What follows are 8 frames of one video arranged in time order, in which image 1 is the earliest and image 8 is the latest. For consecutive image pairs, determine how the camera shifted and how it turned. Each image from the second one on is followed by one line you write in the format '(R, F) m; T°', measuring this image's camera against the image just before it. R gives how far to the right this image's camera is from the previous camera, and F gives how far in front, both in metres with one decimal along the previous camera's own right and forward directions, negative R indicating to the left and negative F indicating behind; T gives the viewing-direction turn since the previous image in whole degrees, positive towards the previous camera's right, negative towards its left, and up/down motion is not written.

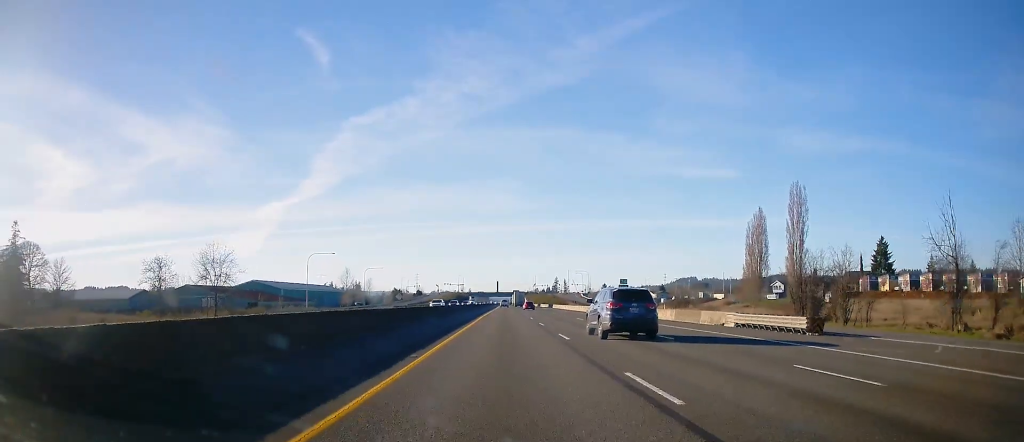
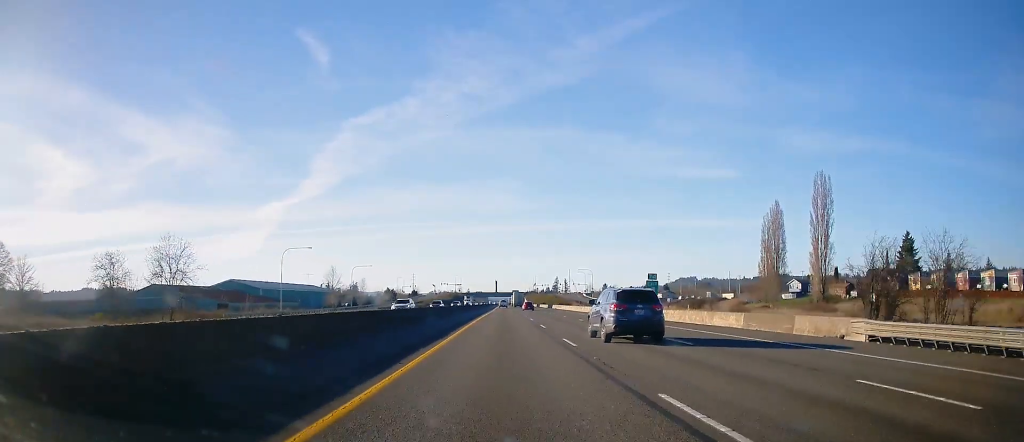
(0.0, +14.4) m; 0°
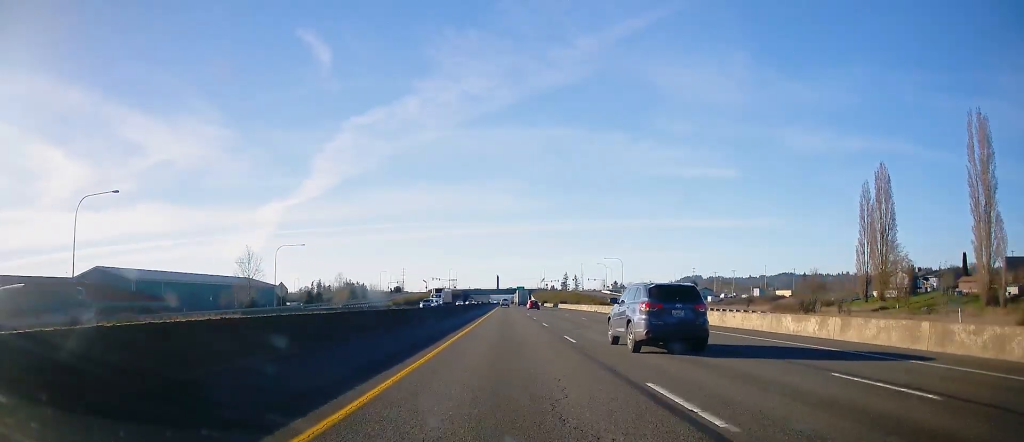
(+0.4, +59.9) m; 0°
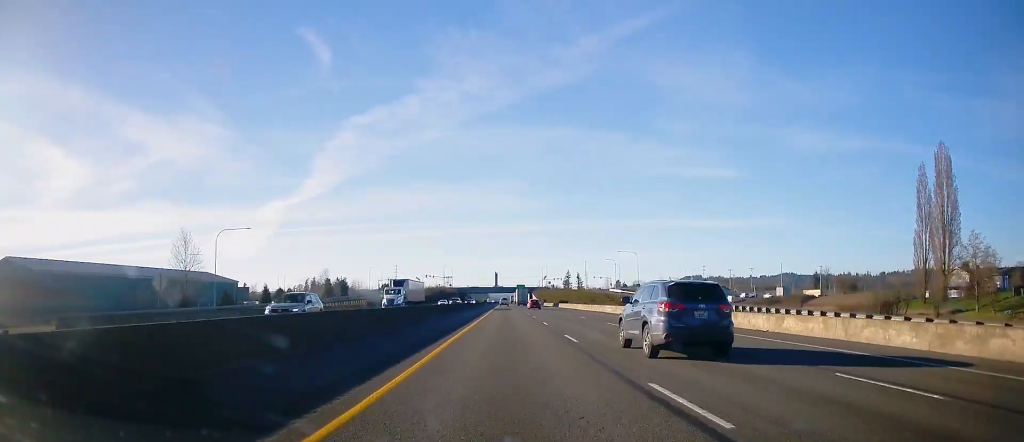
(-0.2, +24.4) m; 0°
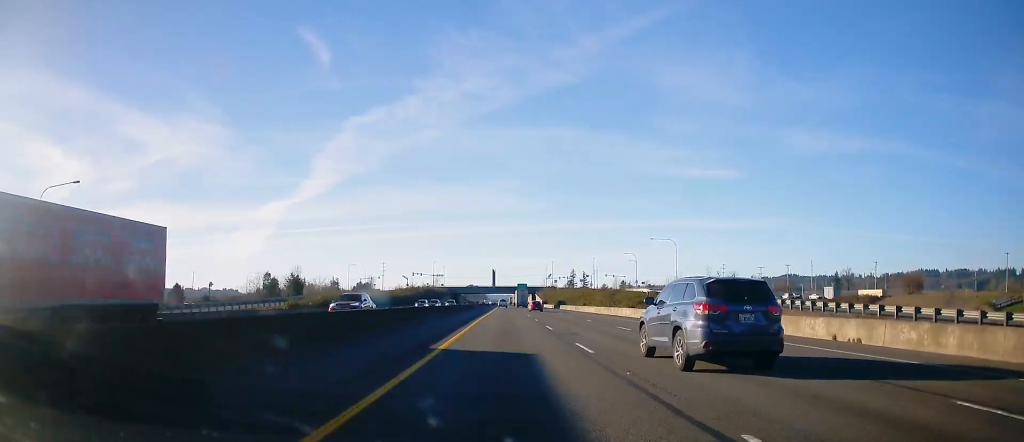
(+0.2, +40.0) m; 0°
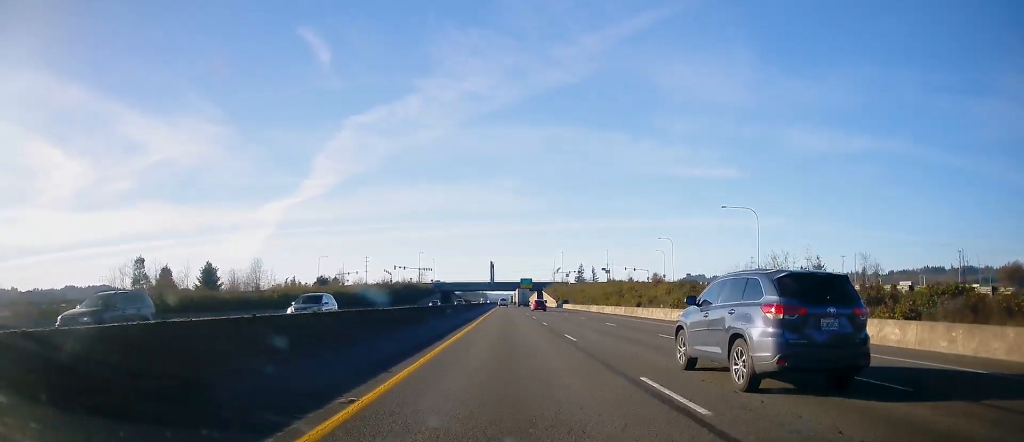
(-0.4, +44.6) m; 0°
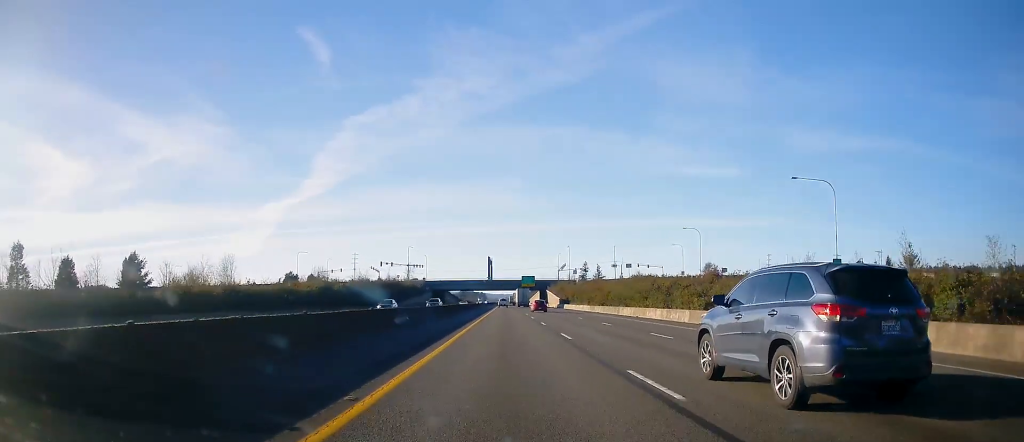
(-0.1, +23.3) m; 0°
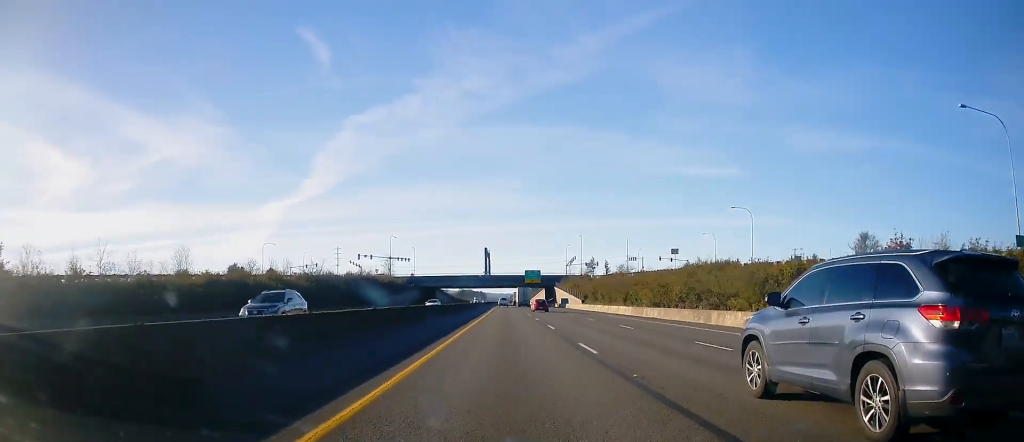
(+0.3, +30.1) m; 0°
